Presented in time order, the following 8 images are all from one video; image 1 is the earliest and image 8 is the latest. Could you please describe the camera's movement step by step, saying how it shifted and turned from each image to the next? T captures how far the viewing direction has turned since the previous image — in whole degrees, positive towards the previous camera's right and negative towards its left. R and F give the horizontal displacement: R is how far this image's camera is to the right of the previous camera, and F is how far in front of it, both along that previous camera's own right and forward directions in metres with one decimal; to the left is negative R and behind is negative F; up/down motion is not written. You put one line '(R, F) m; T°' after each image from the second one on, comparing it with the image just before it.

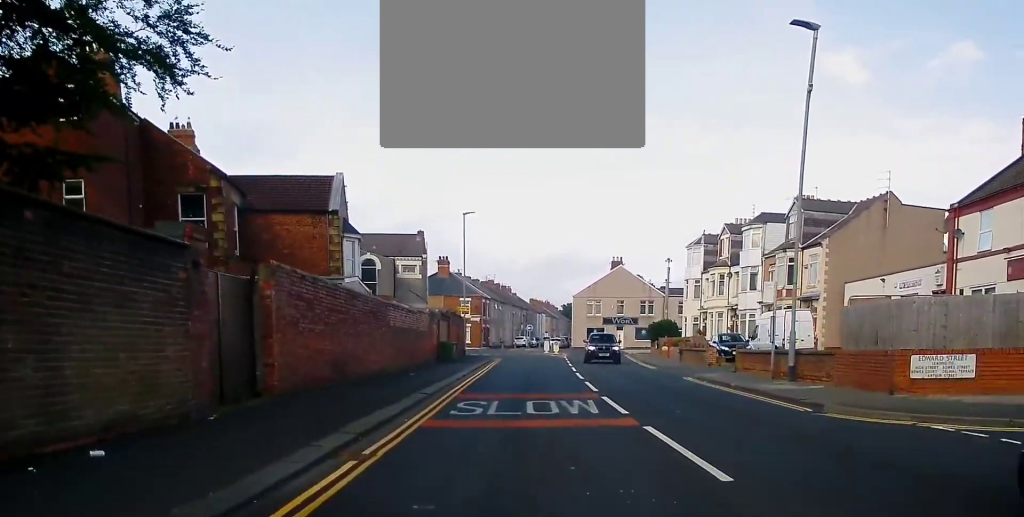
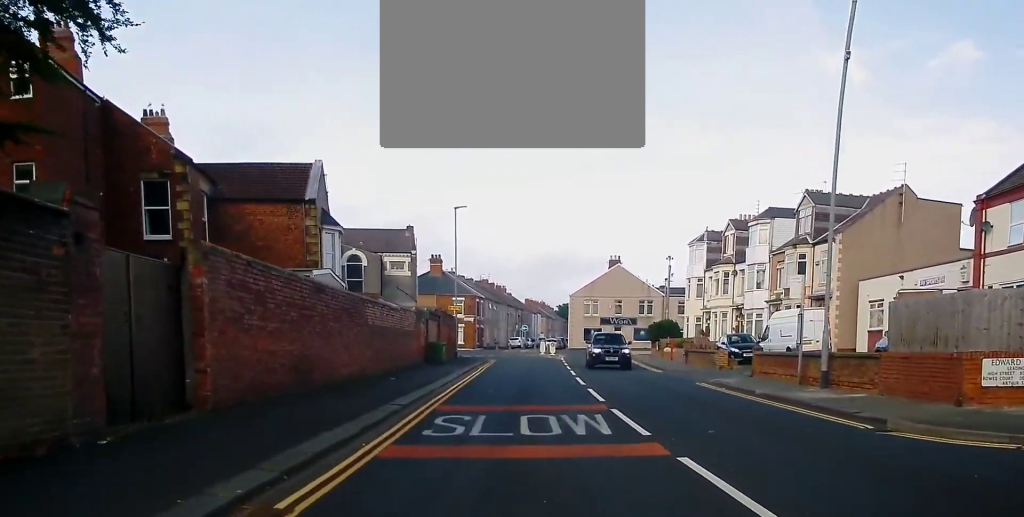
(+0.1, +2.8) m; +1°
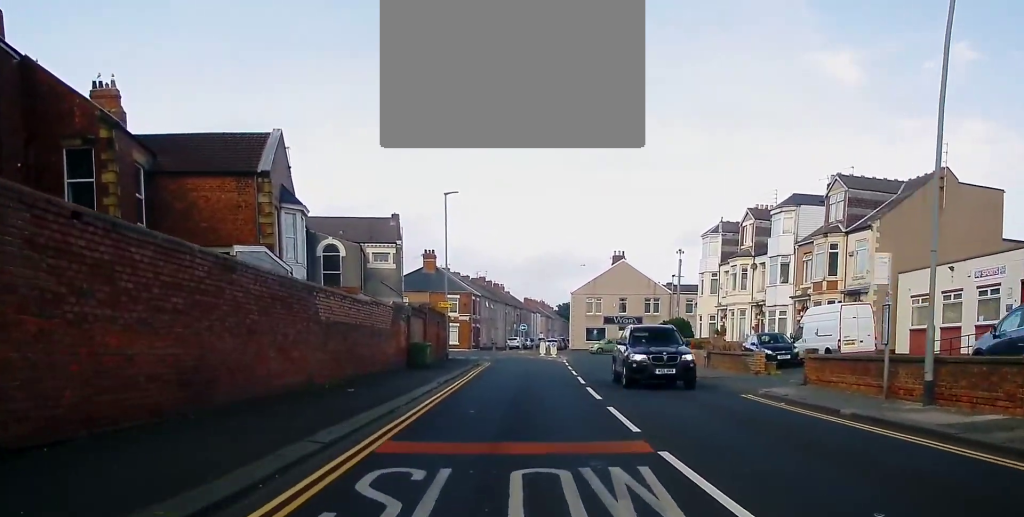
(+0.1, +5.5) m; +1°
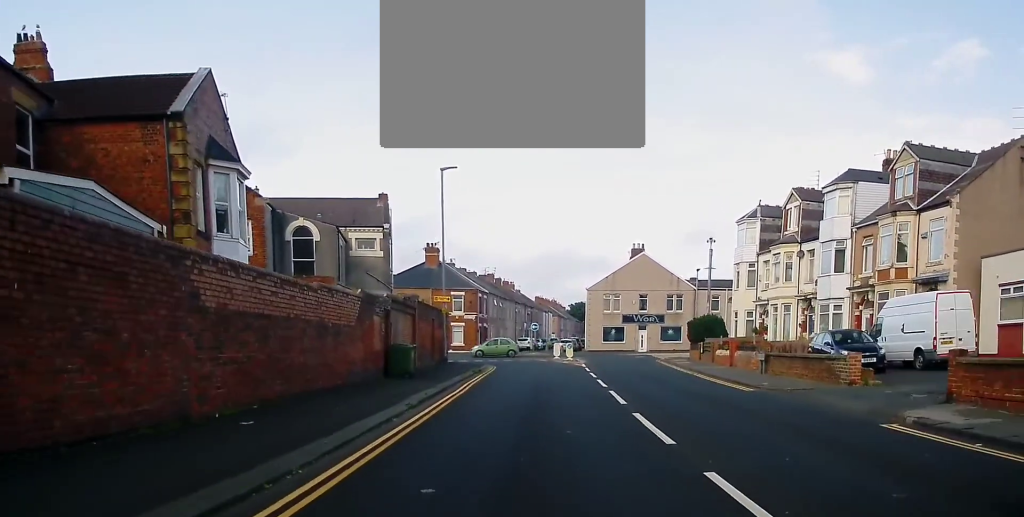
(0.0, +7.4) m; 0°
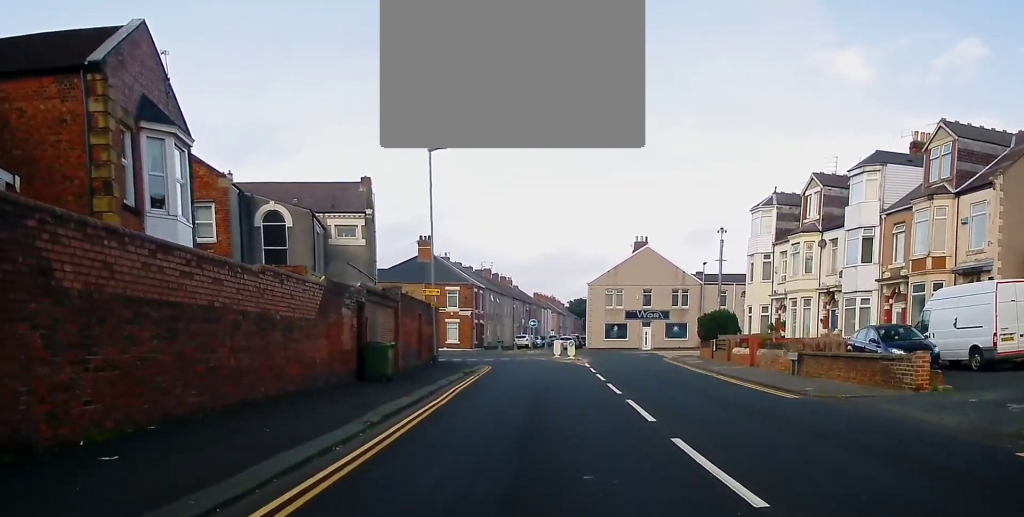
(0.0, +3.9) m; 0°
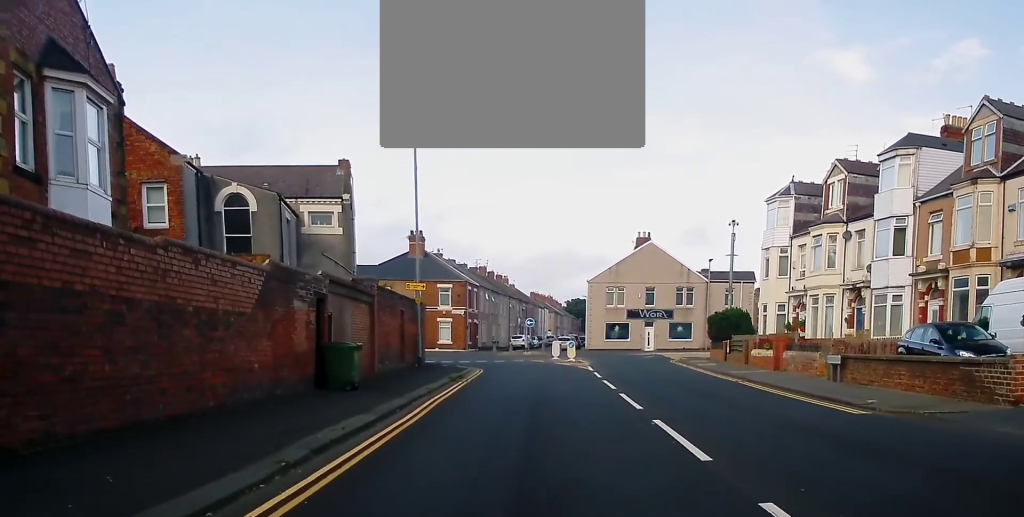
(0.0, +4.0) m; 0°
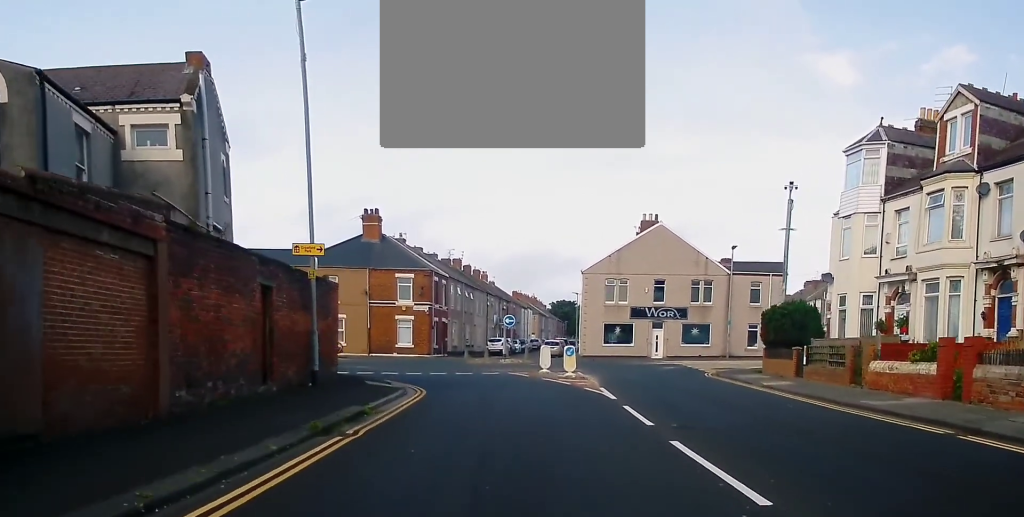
(+0.1, +14.2) m; +4°
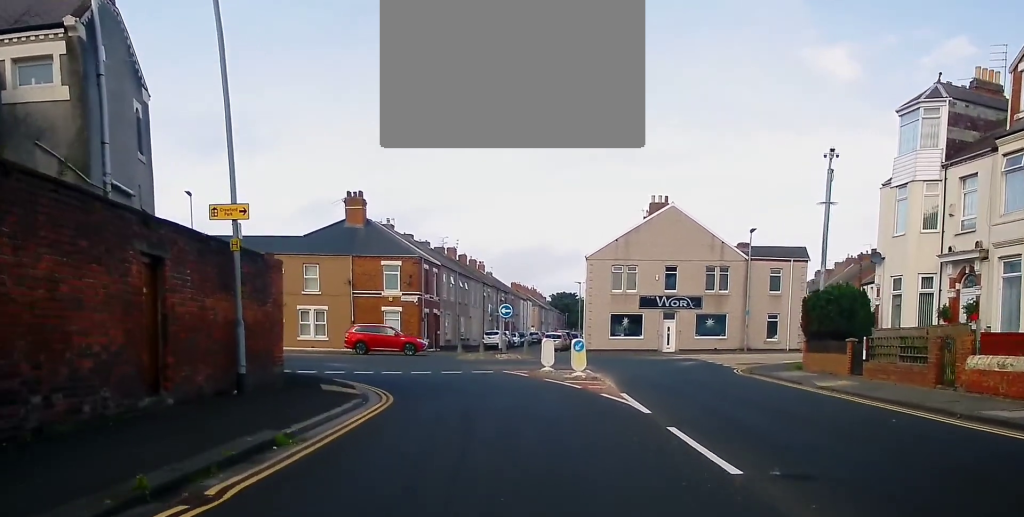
(+0.2, +4.9) m; -2°
